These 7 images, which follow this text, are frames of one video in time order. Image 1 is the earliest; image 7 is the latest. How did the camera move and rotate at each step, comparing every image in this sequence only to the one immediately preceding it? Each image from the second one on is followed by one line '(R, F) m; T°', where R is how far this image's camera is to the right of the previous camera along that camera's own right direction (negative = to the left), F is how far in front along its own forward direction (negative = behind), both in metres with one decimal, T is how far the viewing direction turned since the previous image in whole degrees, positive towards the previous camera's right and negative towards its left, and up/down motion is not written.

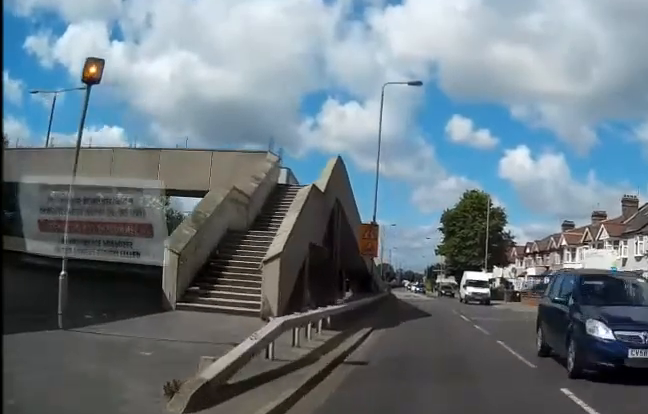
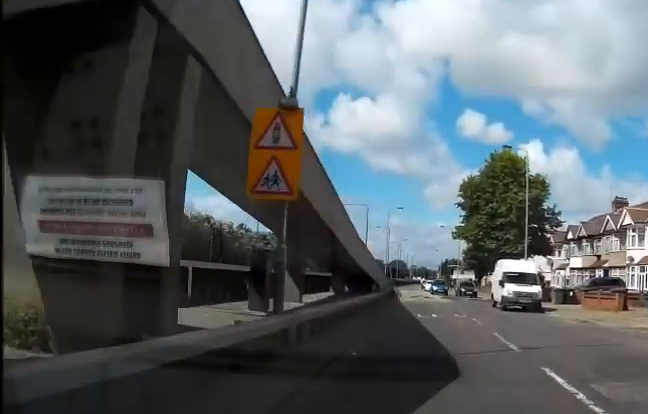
(+0.5, +17.3) m; -3°
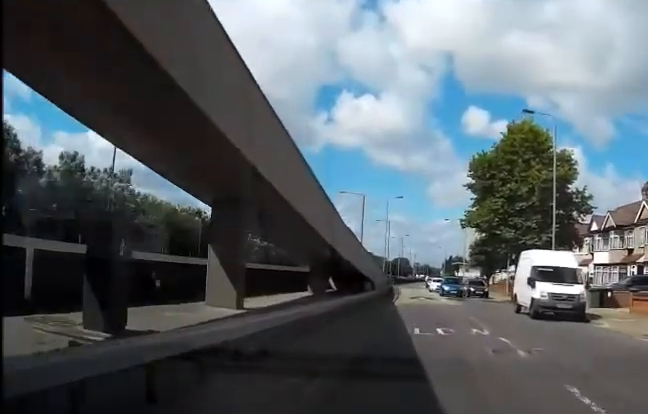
(-0.4, +8.0) m; -4°
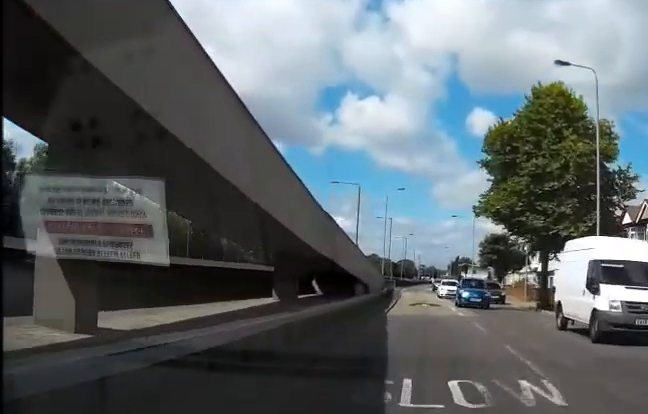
(-0.1, +7.9) m; -1°
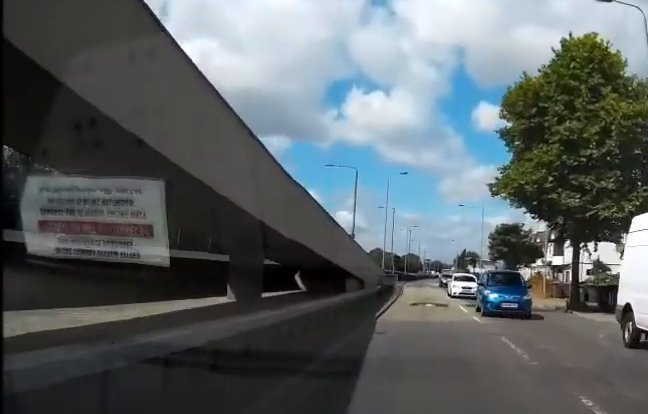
(0.0, +6.0) m; 0°
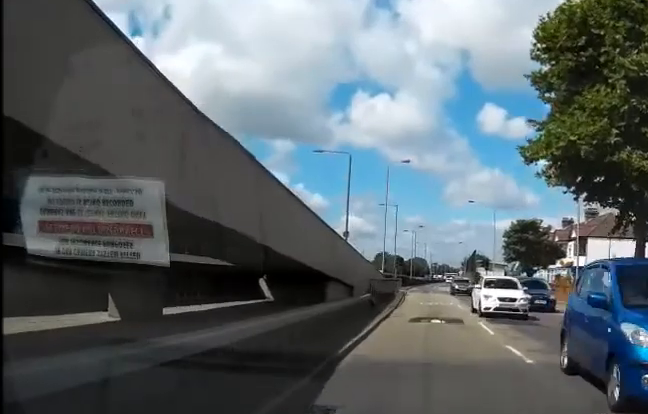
(0.0, +7.5) m; -1°
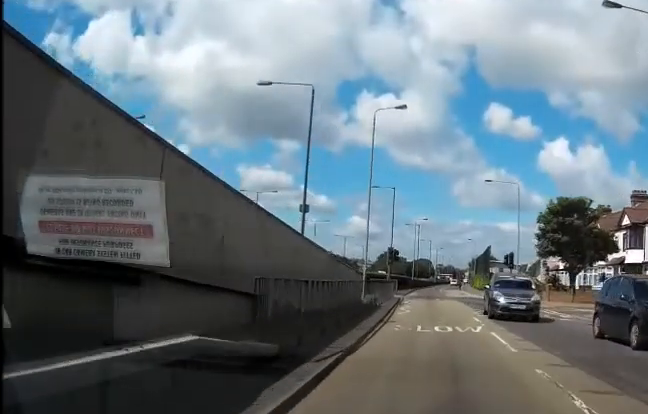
(-0.2, +17.0) m; -1°
